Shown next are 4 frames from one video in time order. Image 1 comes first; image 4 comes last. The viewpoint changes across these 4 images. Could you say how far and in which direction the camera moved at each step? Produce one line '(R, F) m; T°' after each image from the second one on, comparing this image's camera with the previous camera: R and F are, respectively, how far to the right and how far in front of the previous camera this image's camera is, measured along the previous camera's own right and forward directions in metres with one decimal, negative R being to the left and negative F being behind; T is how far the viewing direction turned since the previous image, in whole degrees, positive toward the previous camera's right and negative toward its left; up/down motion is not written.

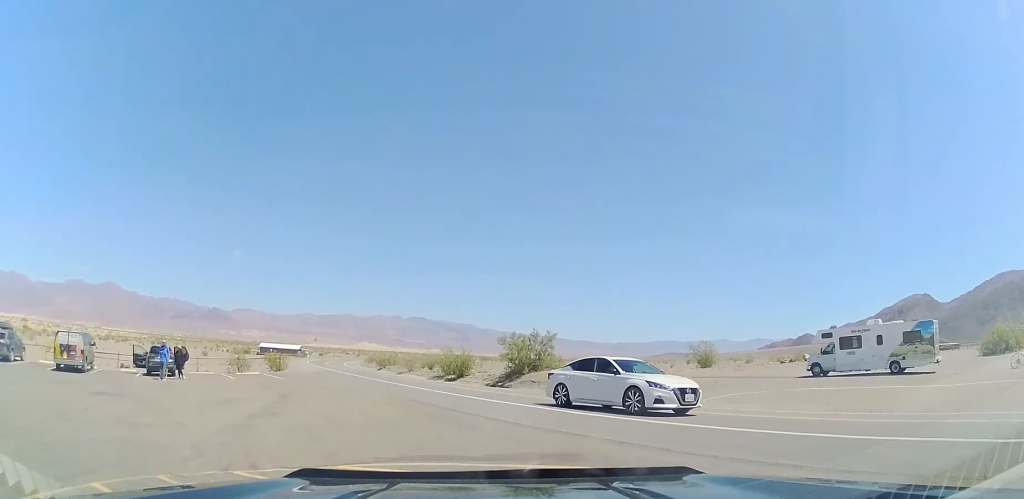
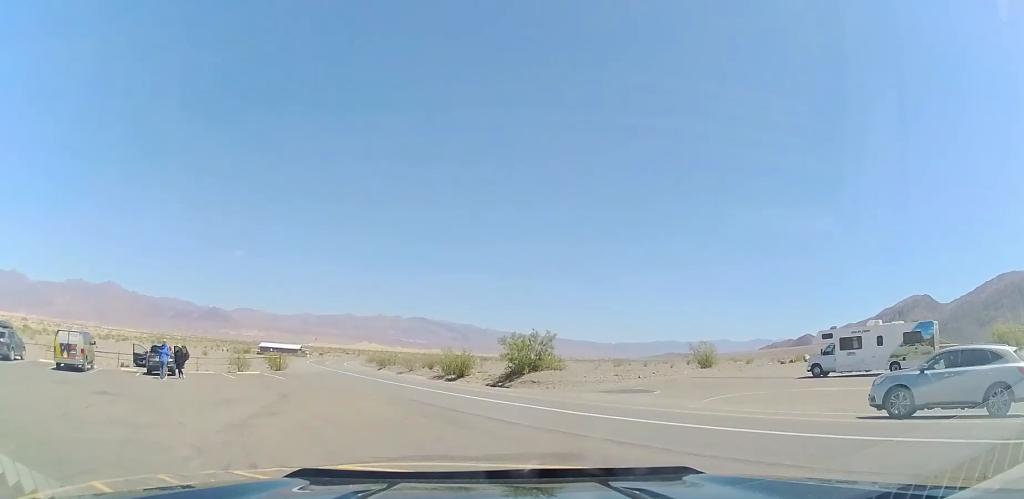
(0.0, +0.3) m; 0°
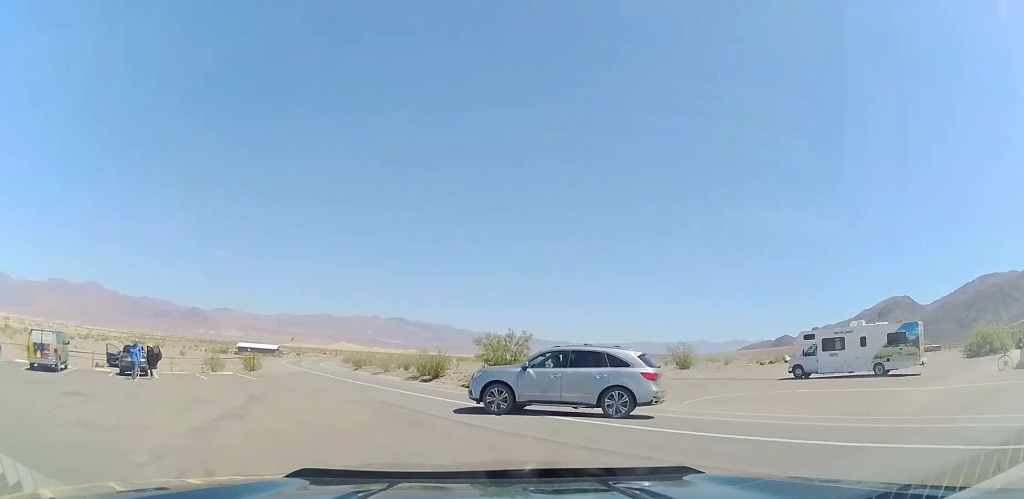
(0.0, +0.5) m; 0°
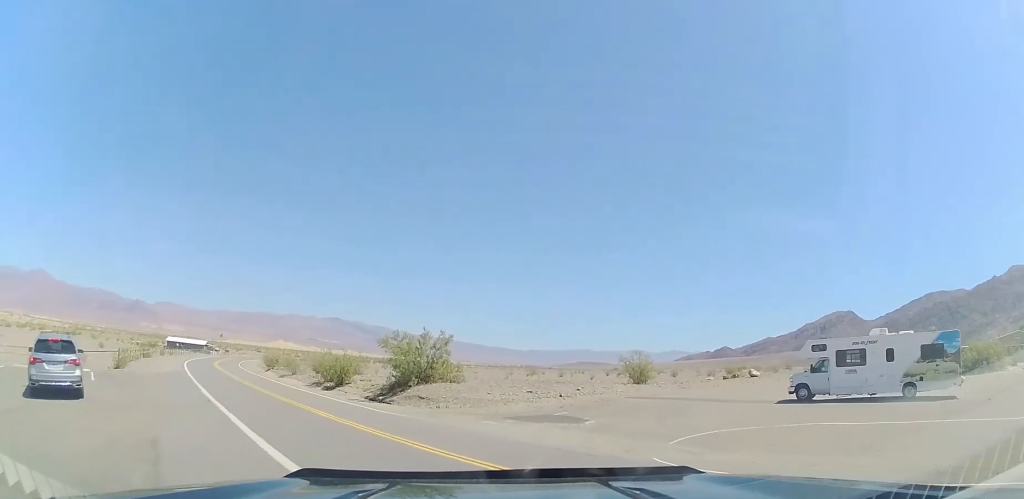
(+0.2, +4.5) m; +1°
